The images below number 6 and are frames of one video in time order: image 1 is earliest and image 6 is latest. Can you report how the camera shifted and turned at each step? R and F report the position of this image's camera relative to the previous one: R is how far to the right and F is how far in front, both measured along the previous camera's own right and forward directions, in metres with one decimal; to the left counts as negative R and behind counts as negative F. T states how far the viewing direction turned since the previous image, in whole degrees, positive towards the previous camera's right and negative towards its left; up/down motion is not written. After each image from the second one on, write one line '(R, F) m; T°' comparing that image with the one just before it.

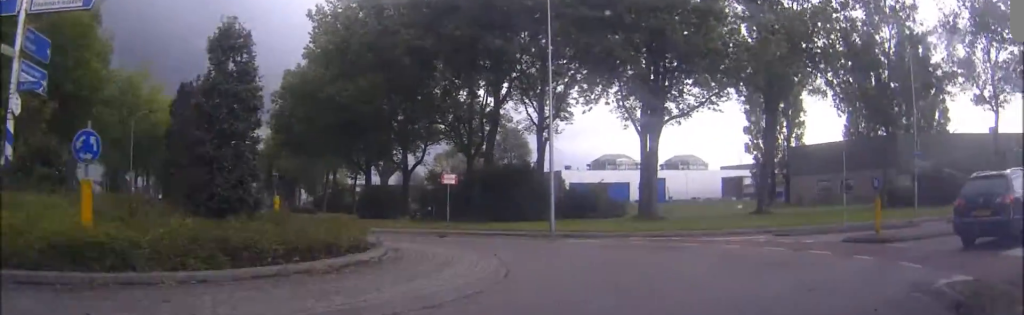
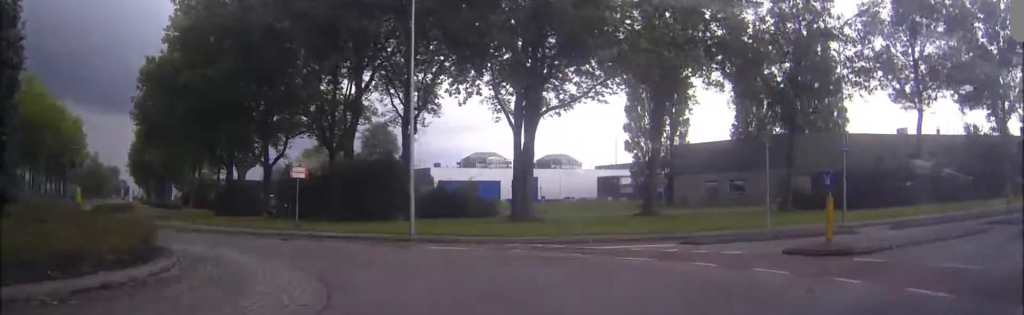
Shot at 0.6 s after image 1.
(+0.2, +4.4) m; +5°
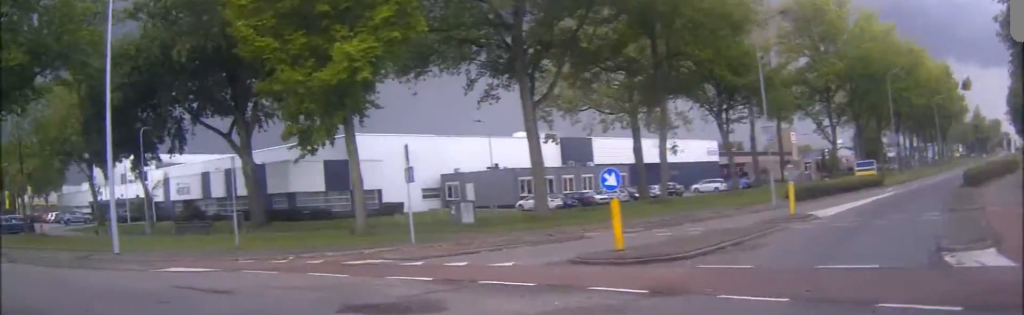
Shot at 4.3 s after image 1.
(-6.4, +22.0) m; -57°
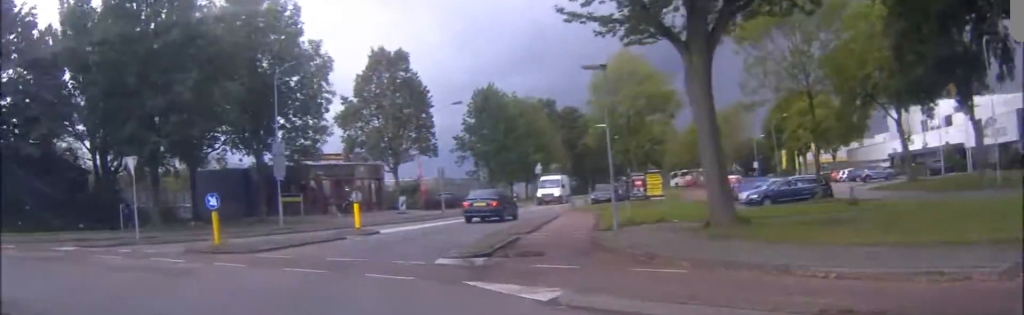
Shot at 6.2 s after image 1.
(-5.3, +10.5) m; -38°
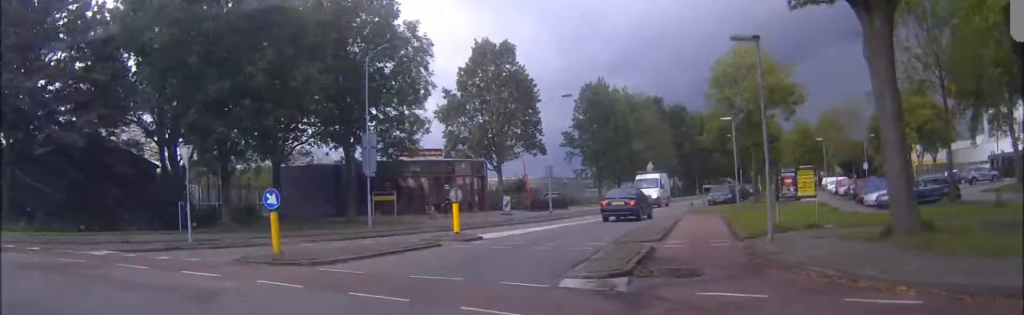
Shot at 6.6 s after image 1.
(+0.1, +2.2) m; -1°
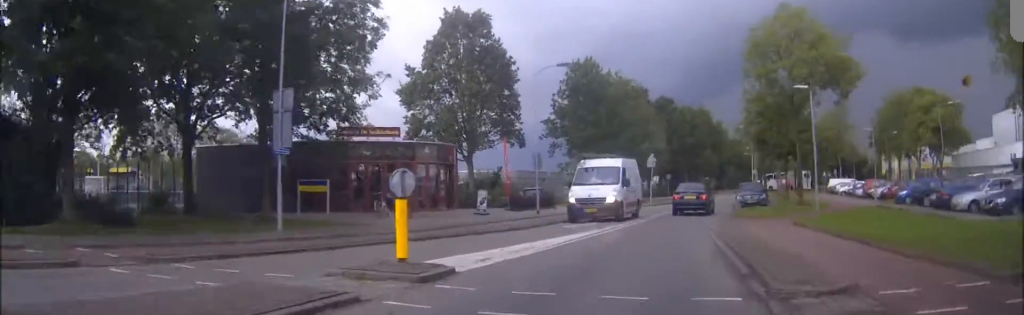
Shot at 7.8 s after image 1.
(-0.2, +5.6) m; -6°
